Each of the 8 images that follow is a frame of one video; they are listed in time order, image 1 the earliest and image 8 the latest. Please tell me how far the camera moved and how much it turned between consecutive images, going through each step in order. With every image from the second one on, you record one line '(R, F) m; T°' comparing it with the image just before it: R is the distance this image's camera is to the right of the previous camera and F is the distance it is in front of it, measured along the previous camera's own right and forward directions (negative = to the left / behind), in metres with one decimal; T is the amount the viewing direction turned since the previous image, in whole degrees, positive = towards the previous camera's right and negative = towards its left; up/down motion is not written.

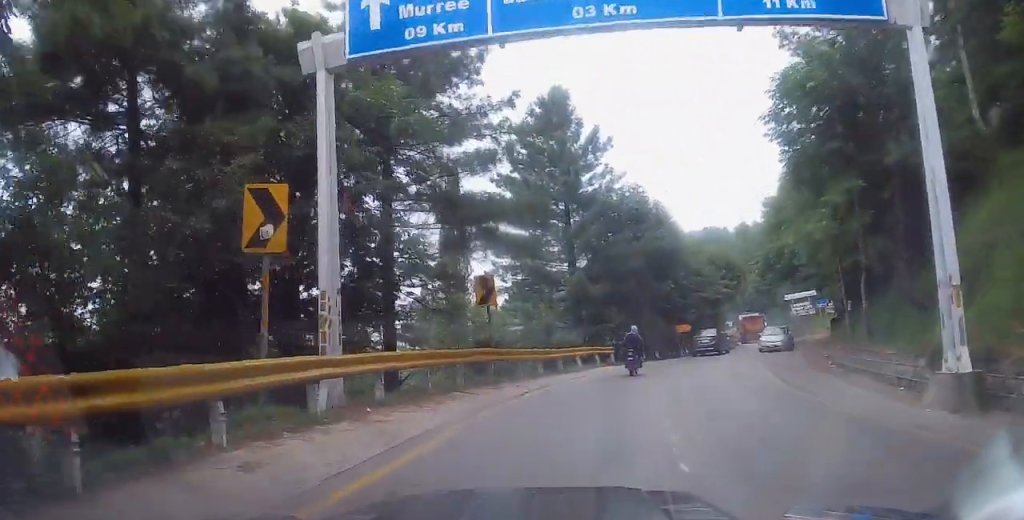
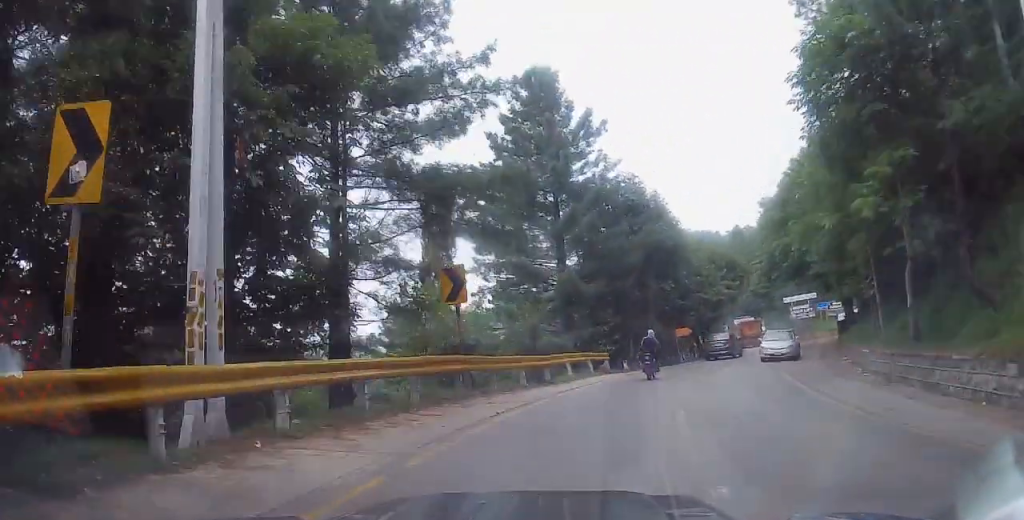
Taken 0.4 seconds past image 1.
(-0.3, +3.2) m; 0°
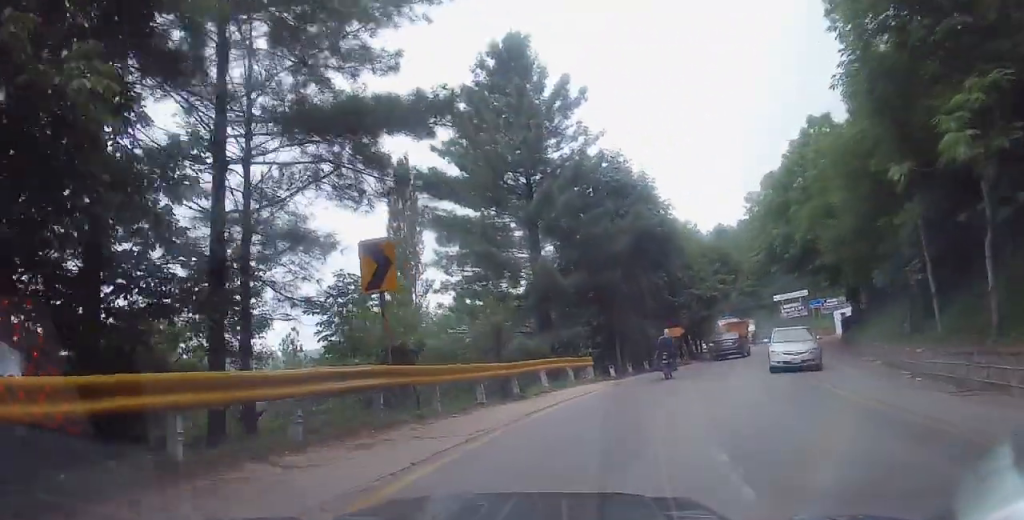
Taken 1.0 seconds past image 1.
(0.0, +4.3) m; +3°
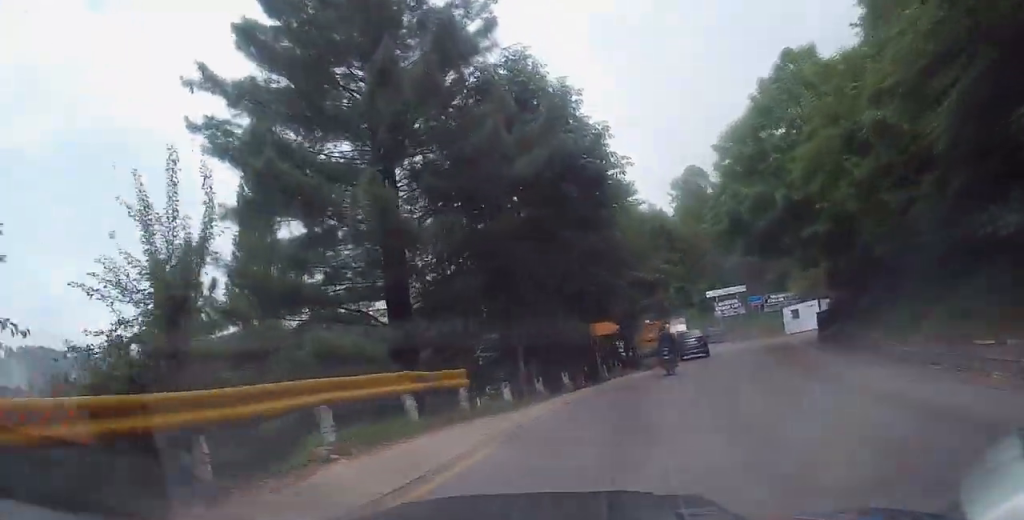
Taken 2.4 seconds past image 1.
(+1.3, +10.6) m; +13°
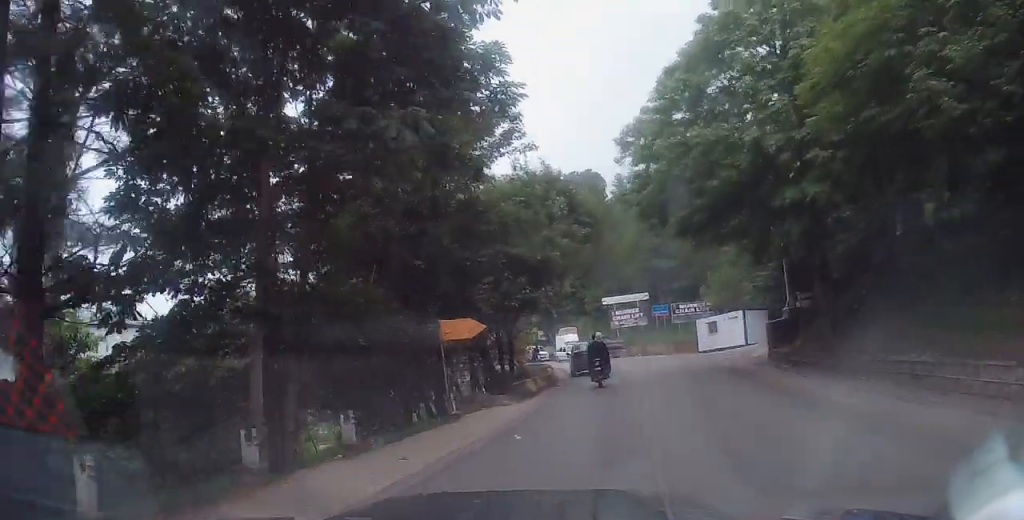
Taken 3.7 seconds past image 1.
(+0.7, +9.8) m; +3°
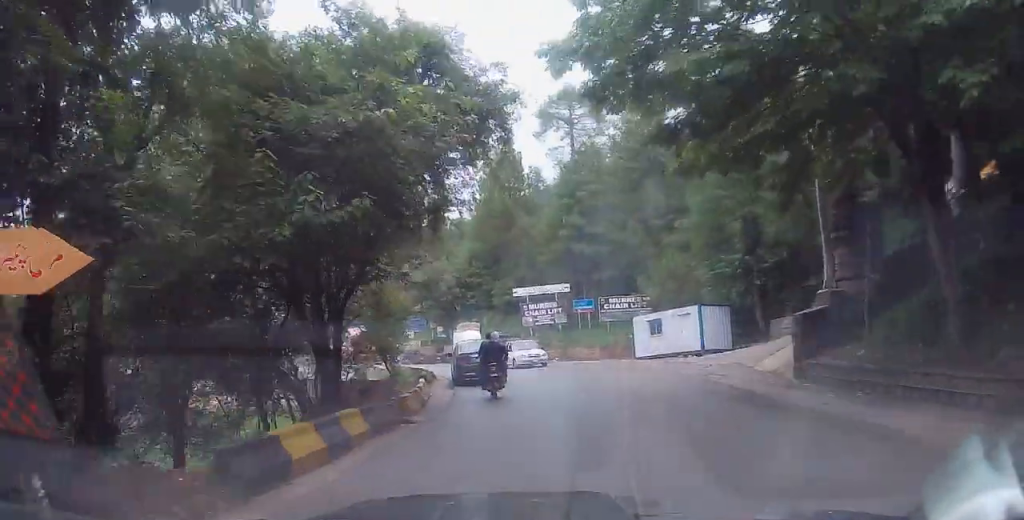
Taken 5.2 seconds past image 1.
(+0.1, +11.0) m; -2°
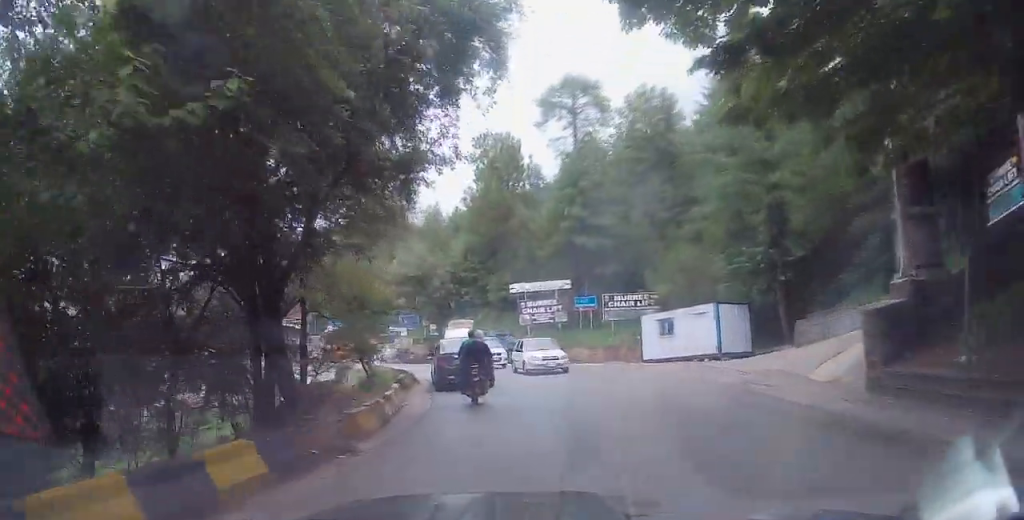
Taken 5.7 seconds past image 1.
(+0.5, +3.4) m; -4°
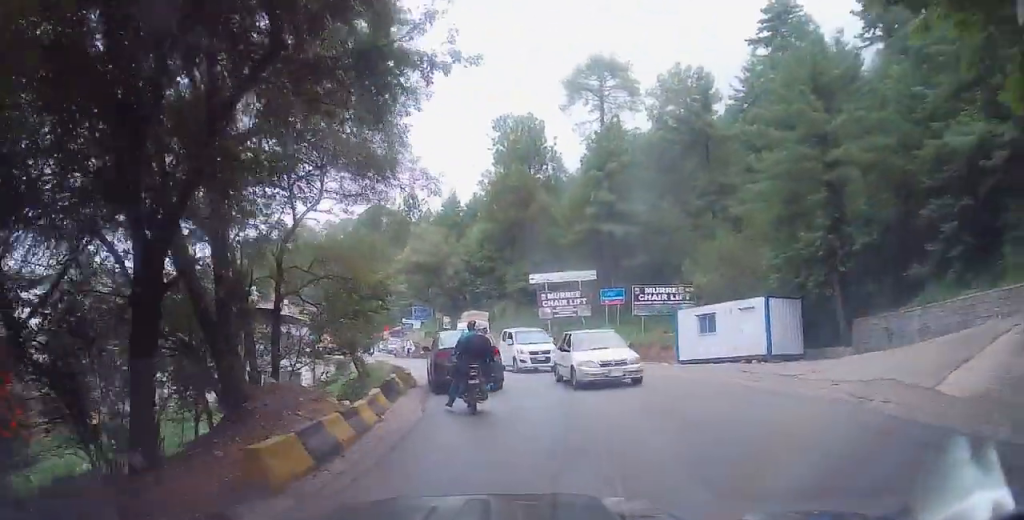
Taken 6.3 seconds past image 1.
(-0.8, +3.0) m; +5°
